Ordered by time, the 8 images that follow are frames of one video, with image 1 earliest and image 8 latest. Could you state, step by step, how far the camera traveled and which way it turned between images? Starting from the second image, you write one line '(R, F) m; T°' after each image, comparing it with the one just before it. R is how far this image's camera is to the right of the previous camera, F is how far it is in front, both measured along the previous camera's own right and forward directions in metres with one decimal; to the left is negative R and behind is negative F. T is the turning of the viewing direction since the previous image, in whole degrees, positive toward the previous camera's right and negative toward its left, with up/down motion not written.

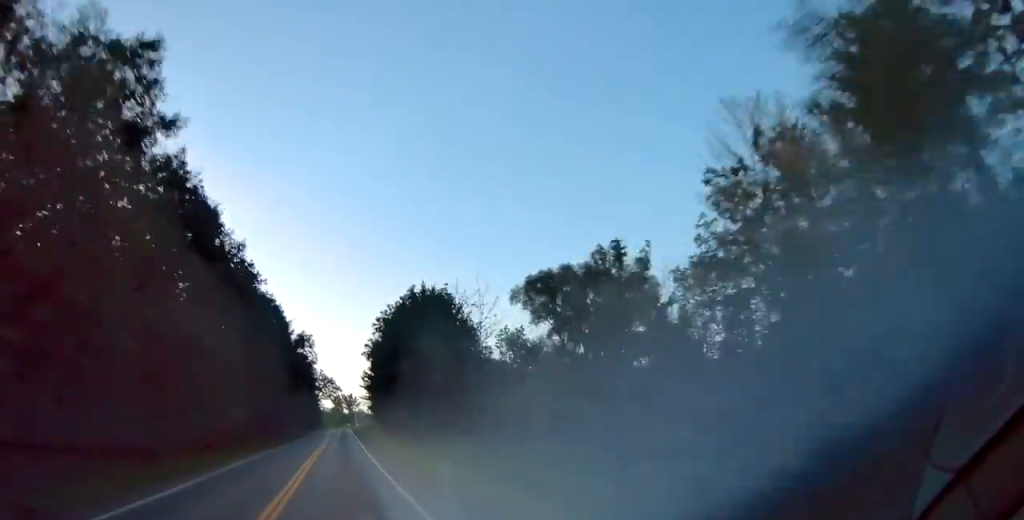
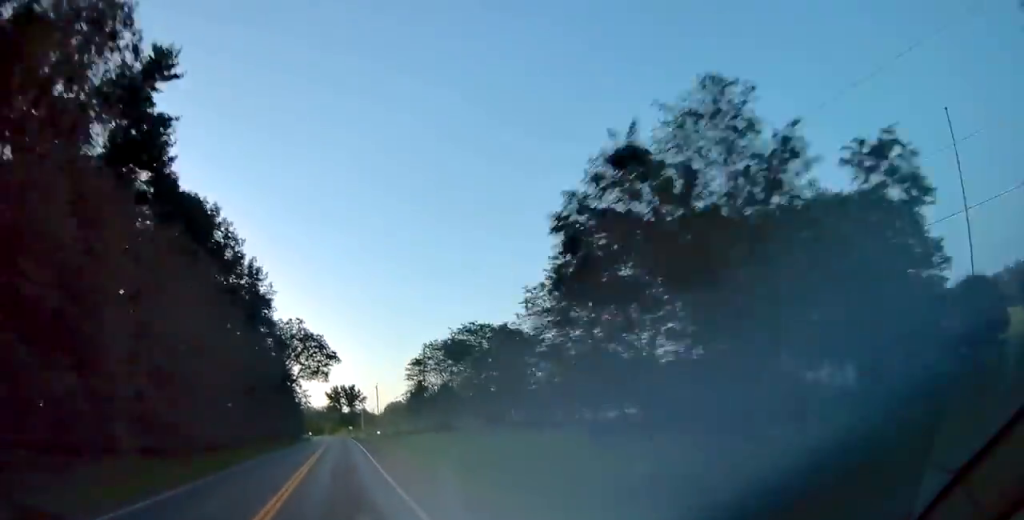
(+1.1, +101.5) m; 0°
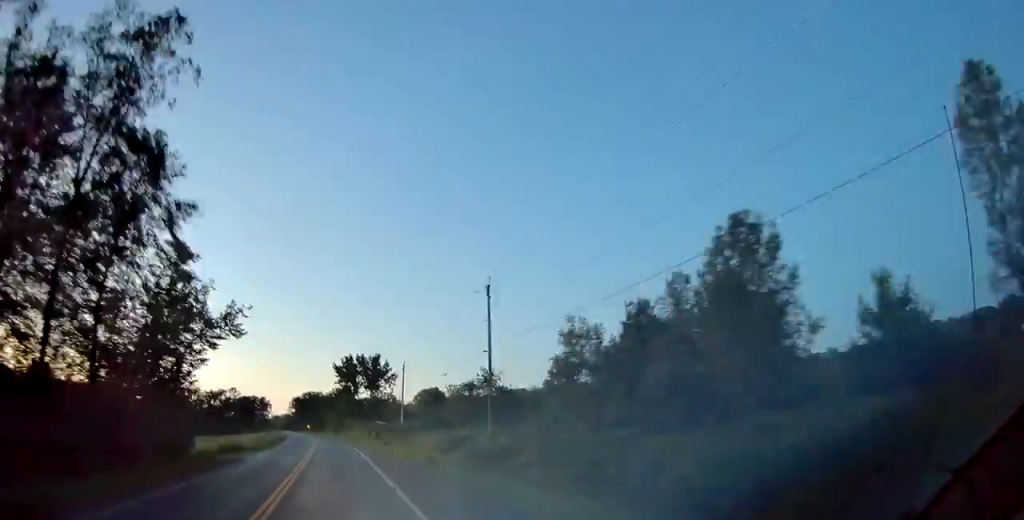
(-1.1, +98.3) m; -3°
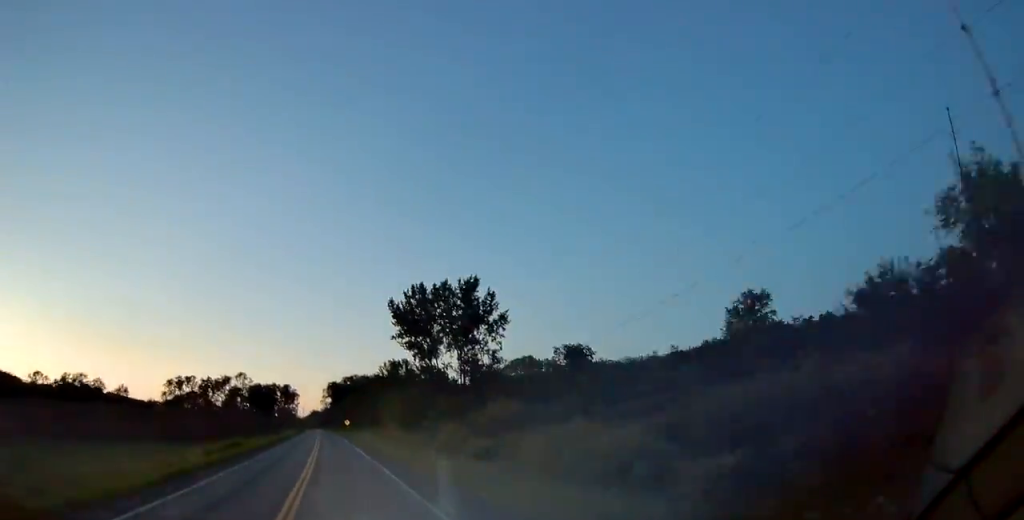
(-2.8, +83.3) m; -3°
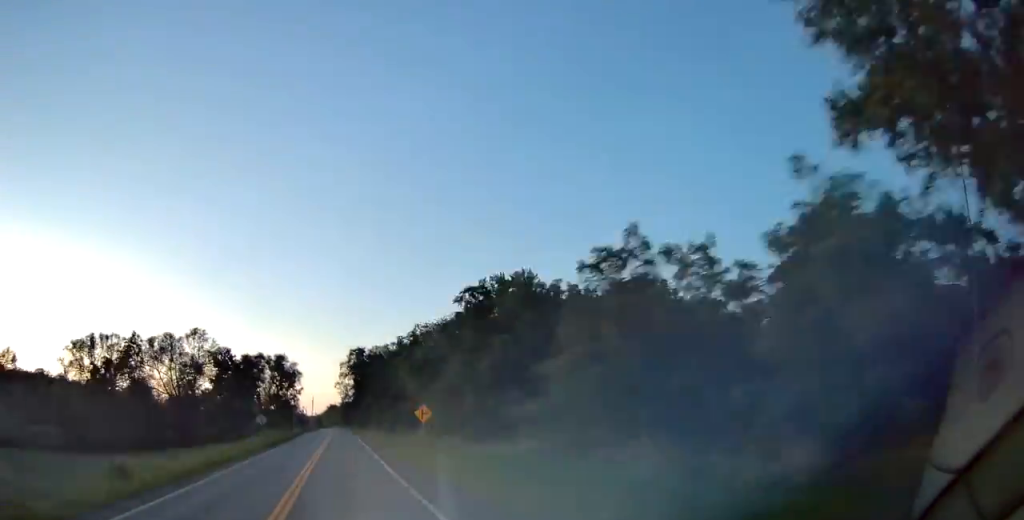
(-2.3, +90.5) m; -2°
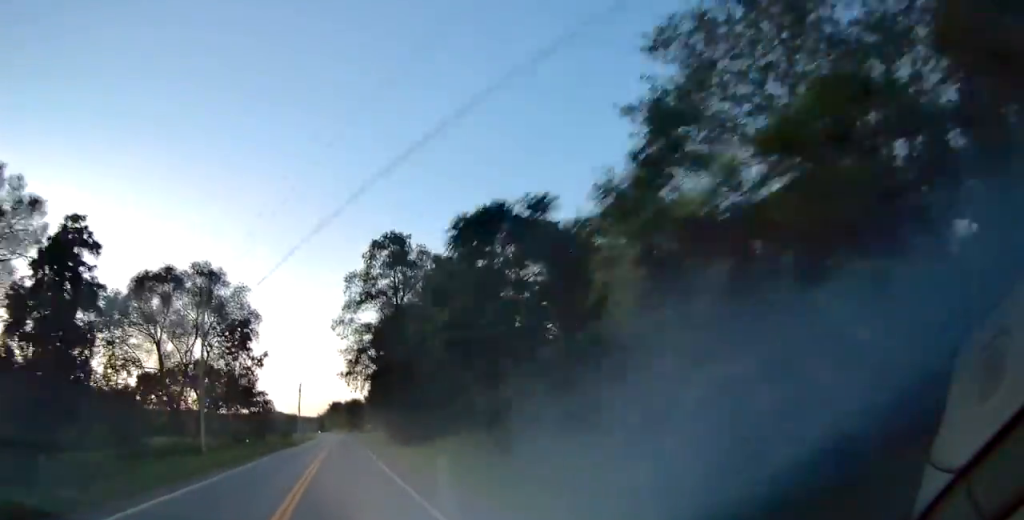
(-0.6, +75.7) m; -1°
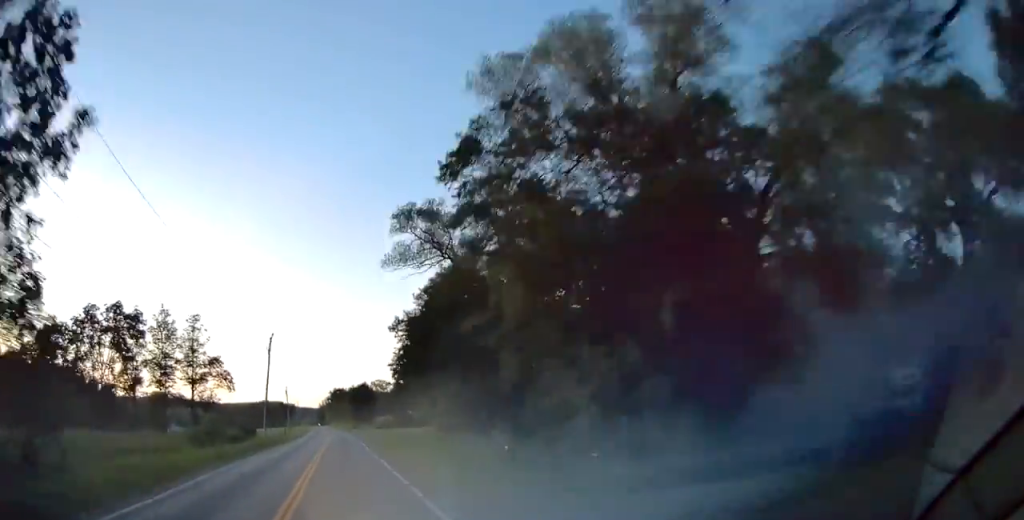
(+0.2, +53.8) m; -1°
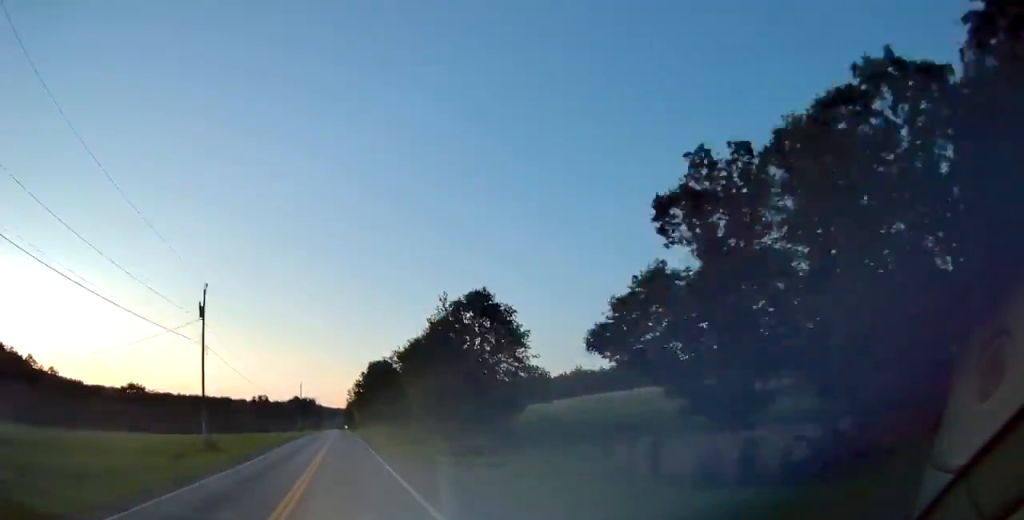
(-2.2, +114.9) m; -2°
